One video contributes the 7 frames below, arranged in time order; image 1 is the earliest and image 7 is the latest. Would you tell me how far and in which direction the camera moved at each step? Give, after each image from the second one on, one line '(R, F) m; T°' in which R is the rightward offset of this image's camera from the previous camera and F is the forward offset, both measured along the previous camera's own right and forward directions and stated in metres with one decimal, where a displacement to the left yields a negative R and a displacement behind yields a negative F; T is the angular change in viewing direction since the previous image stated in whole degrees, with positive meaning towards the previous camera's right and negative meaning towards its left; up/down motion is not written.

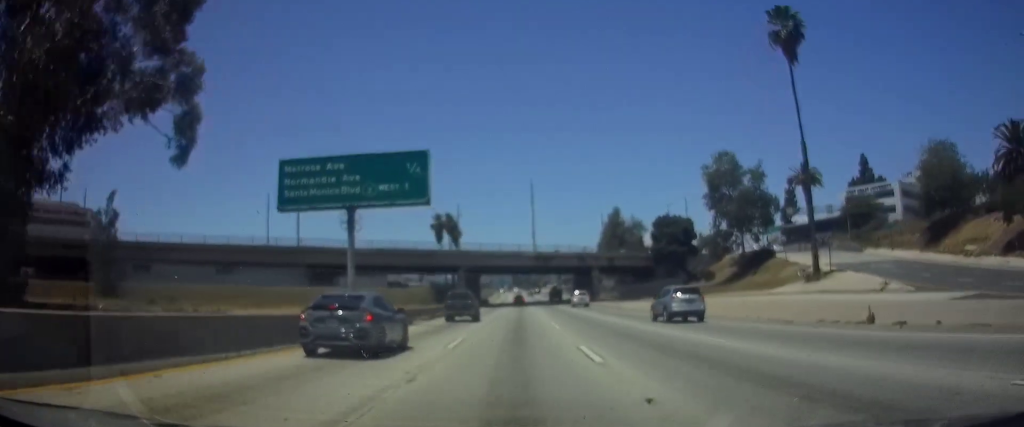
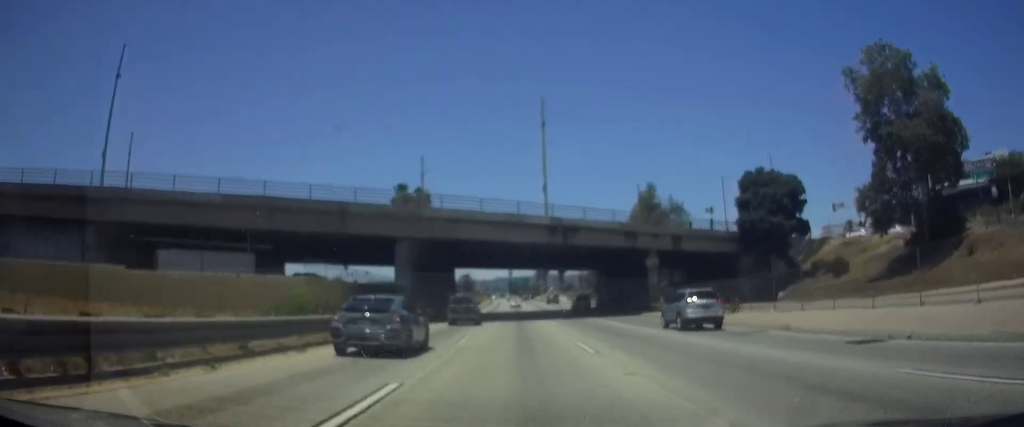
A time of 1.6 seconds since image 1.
(+0.2, +40.6) m; 0°
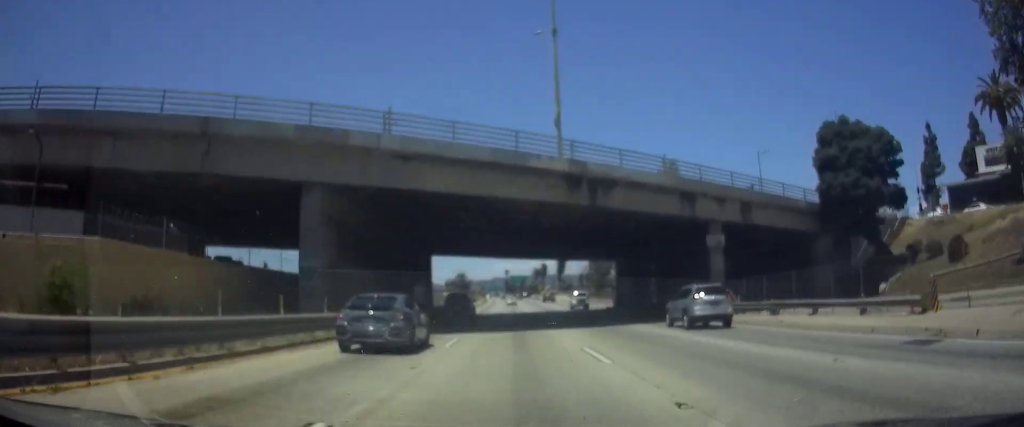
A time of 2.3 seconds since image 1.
(0.0, +17.9) m; 0°
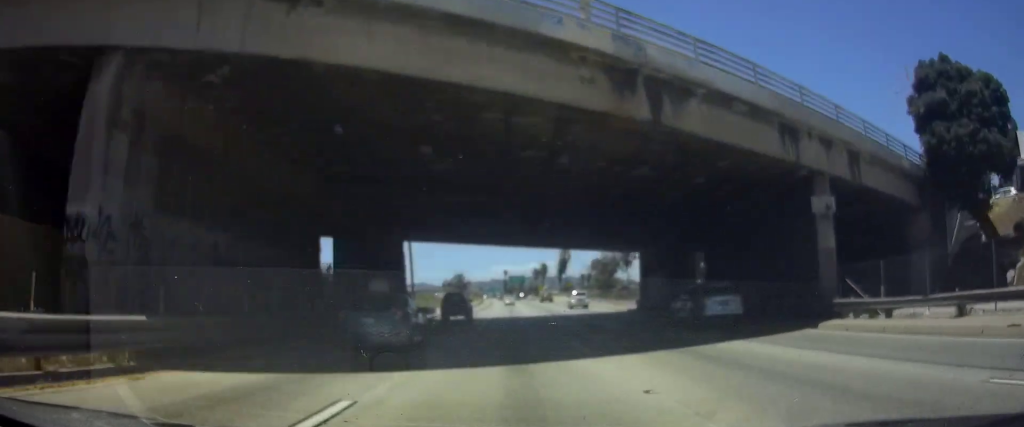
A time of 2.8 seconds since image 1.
(0.0, +13.5) m; 0°
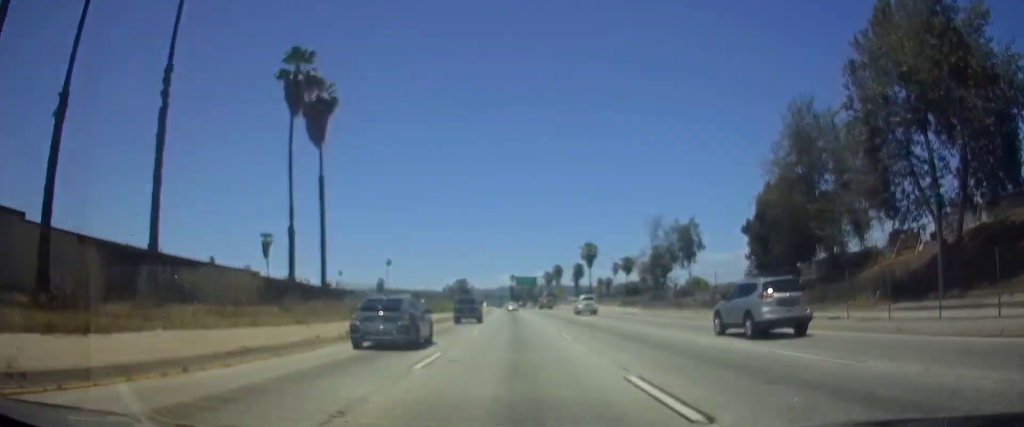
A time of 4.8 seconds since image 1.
(-0.1, +50.9) m; -1°
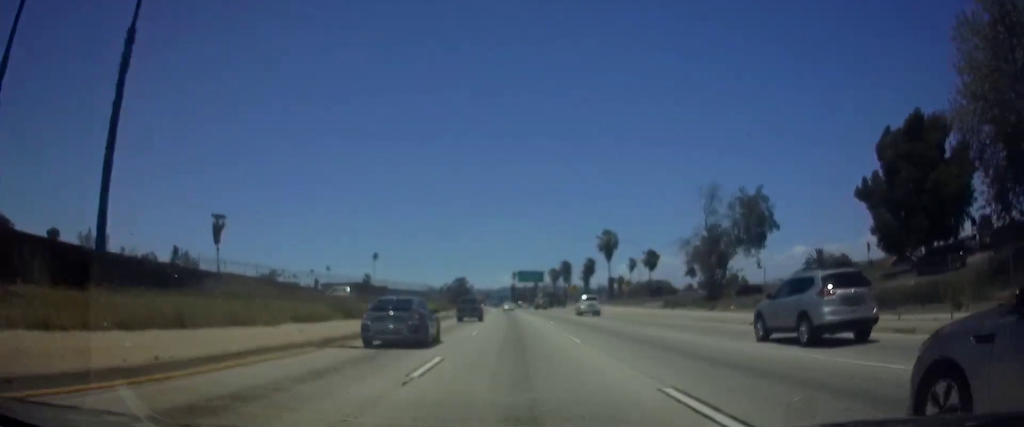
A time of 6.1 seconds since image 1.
(-0.1, +30.6) m; 0°
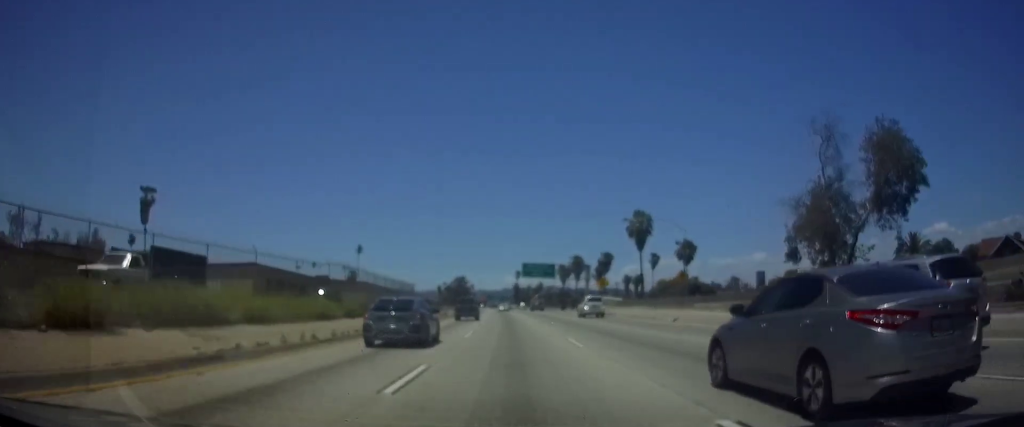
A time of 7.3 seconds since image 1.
(+0.3, +31.4) m; +1°
